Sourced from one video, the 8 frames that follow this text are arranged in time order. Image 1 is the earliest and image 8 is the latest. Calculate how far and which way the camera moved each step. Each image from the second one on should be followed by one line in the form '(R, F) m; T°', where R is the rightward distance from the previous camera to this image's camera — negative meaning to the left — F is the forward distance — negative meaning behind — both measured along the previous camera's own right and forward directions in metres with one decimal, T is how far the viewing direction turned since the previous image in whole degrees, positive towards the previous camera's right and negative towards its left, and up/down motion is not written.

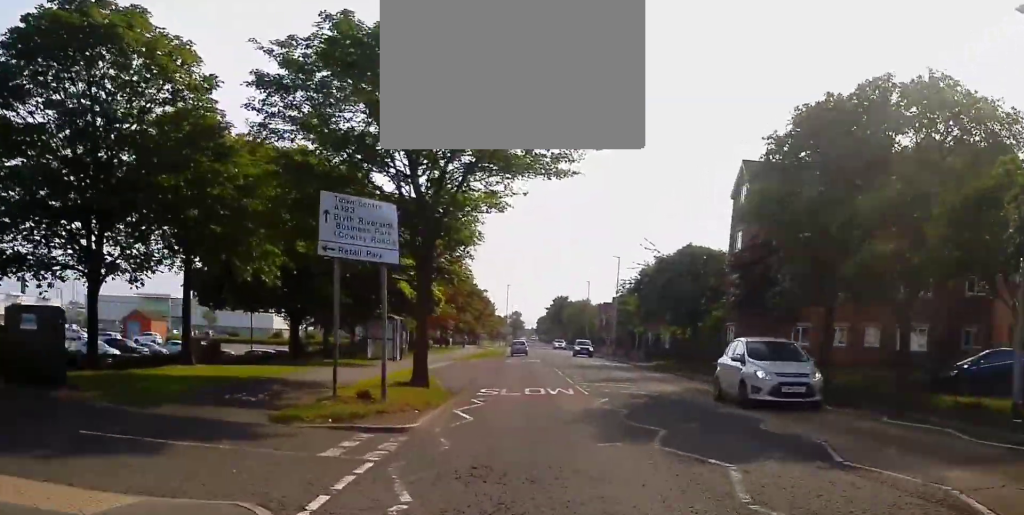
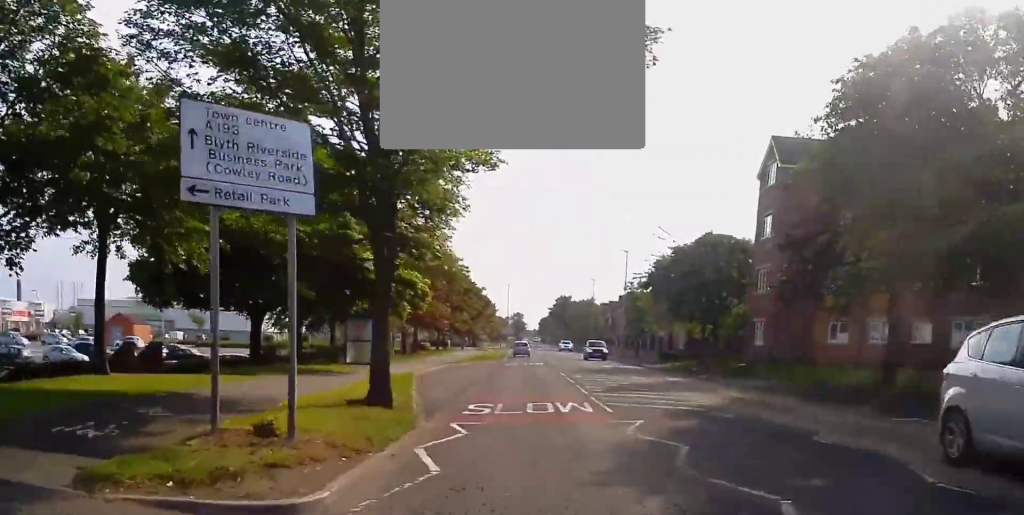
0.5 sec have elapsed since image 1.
(-0.2, +5.4) m; 0°
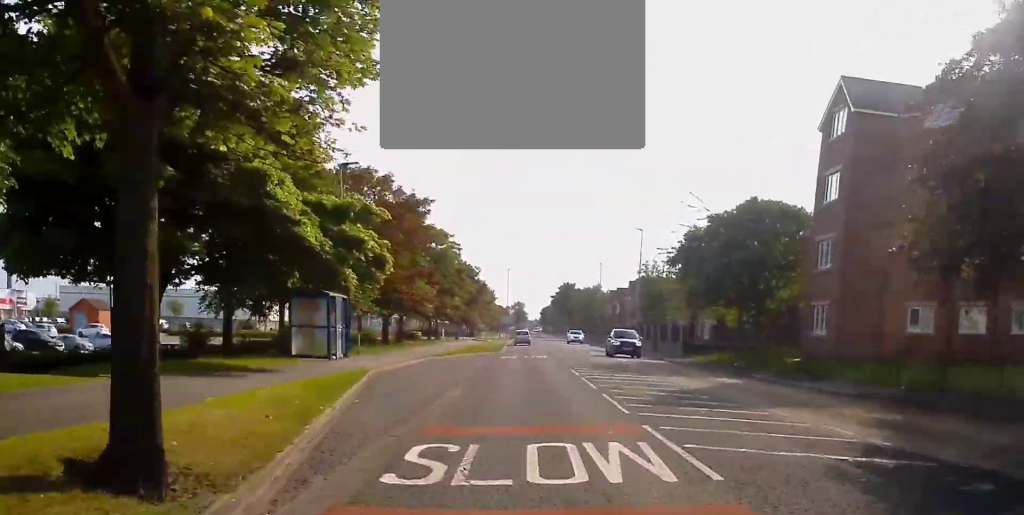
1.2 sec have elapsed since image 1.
(-0.1, +8.6) m; 0°
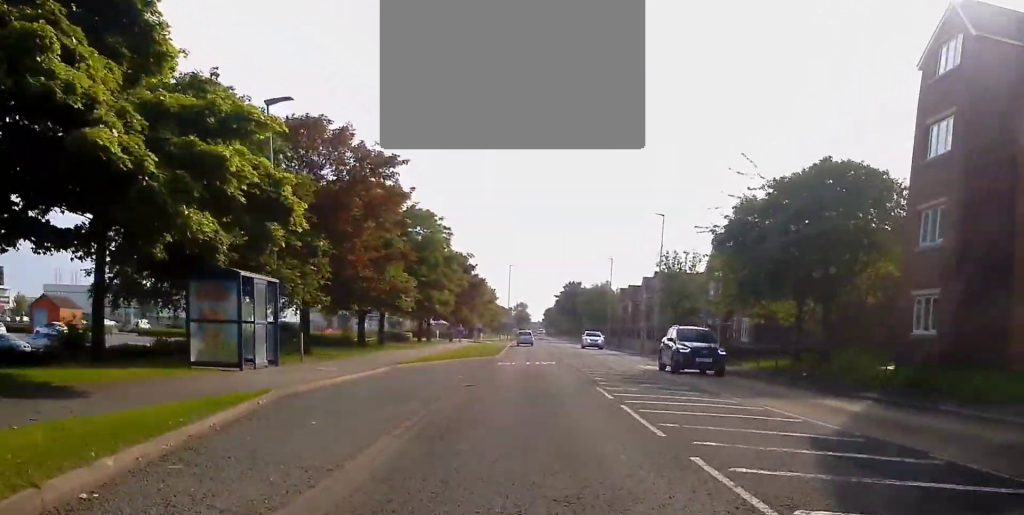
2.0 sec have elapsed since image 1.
(+0.4, +9.0) m; 0°
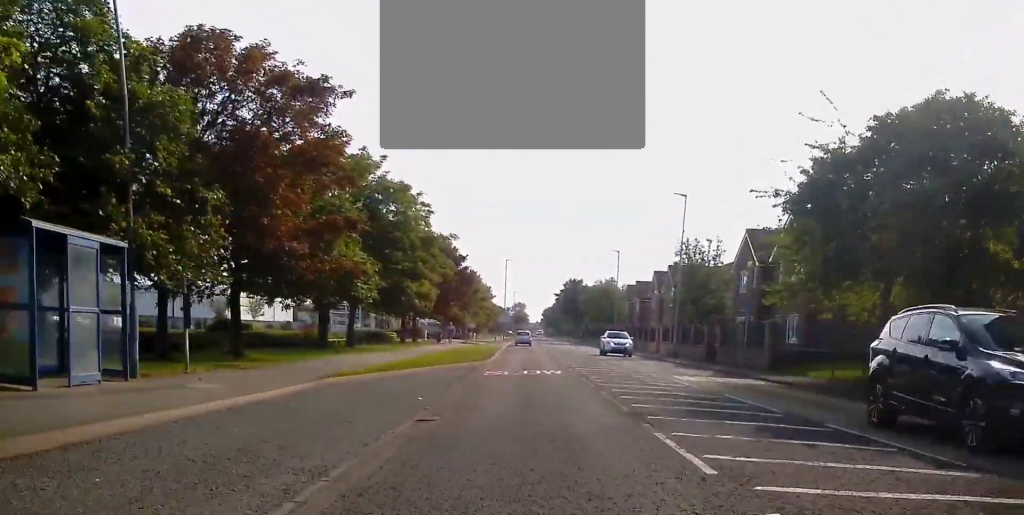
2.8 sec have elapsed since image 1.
(-0.5, +8.6) m; 0°
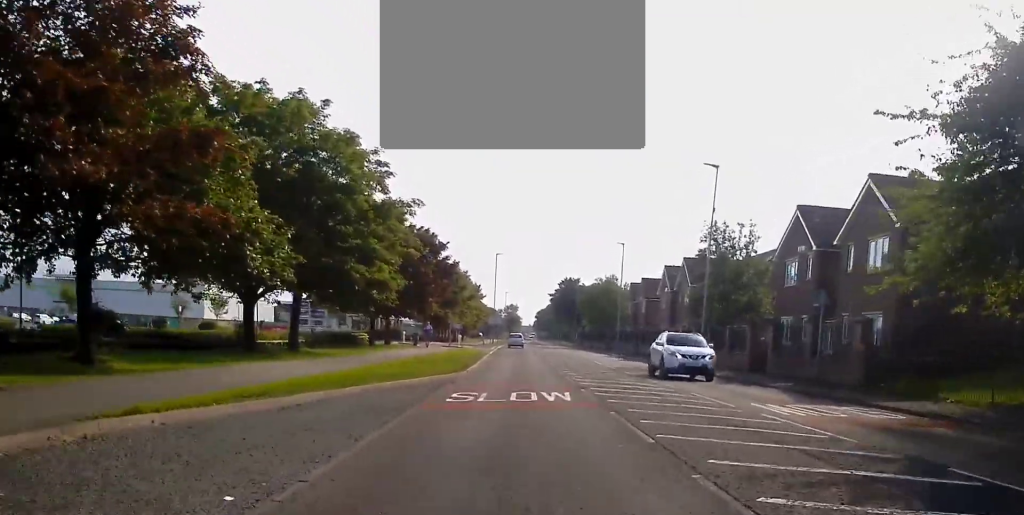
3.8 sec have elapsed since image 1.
(+0.4, +9.9) m; 0°
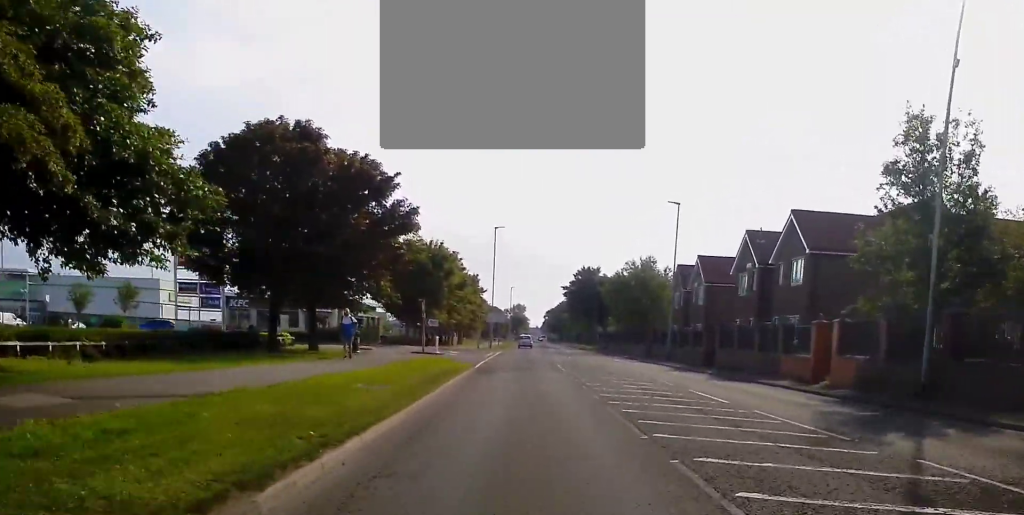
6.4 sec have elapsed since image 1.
(-0.1, +23.3) m; +2°
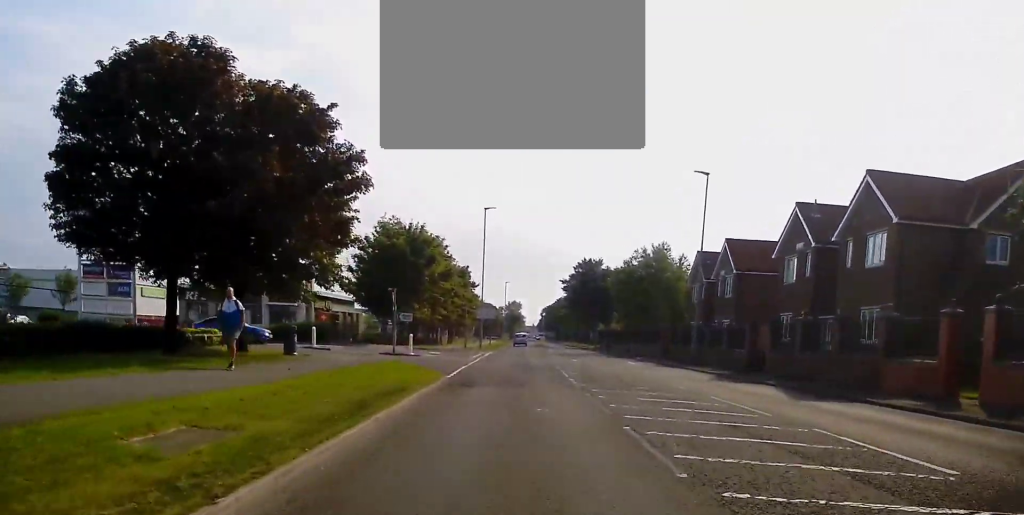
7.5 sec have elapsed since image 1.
(0.0, +9.2) m; -1°
